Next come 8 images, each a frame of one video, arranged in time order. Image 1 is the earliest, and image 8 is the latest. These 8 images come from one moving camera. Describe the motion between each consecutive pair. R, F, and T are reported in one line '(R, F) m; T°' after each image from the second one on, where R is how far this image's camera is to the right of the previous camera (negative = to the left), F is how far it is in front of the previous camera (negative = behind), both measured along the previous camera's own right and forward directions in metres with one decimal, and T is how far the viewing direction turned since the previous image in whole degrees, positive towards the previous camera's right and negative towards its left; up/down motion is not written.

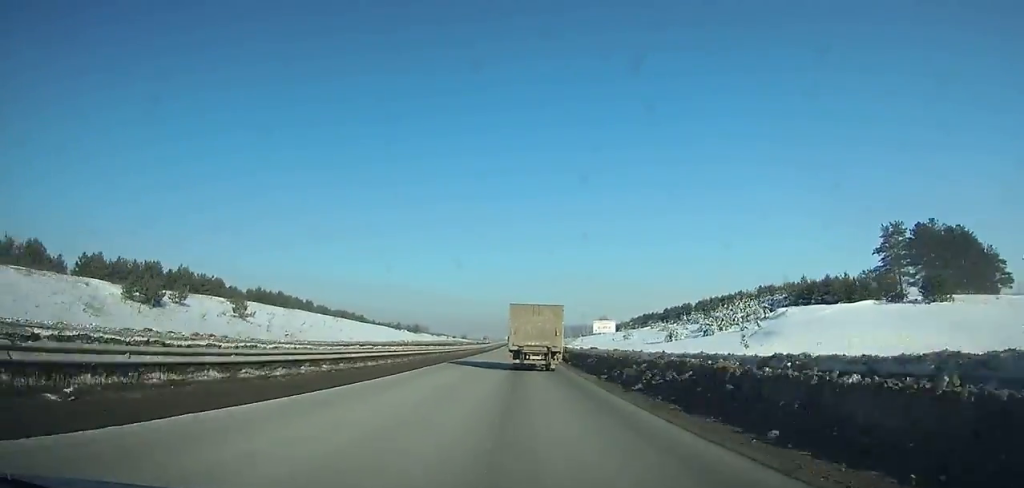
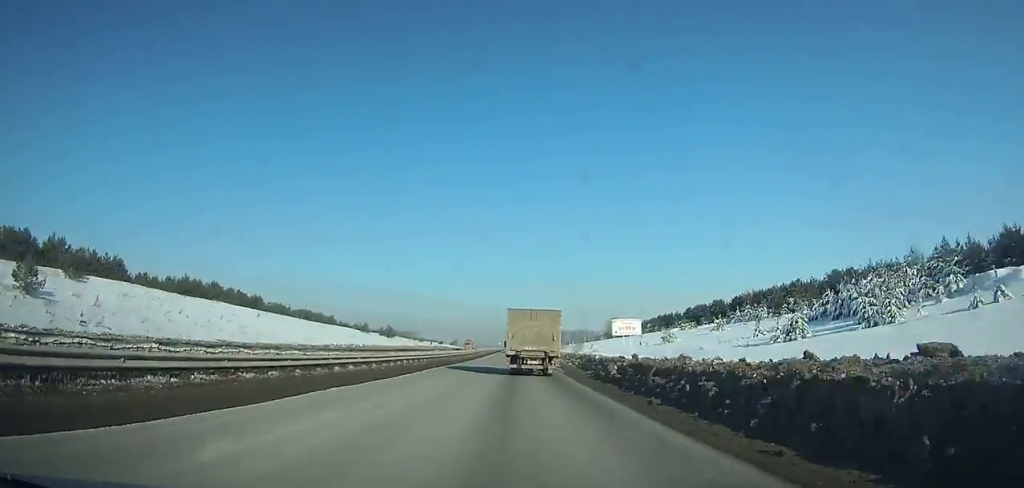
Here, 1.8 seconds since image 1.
(+0.2, +39.0) m; 0°
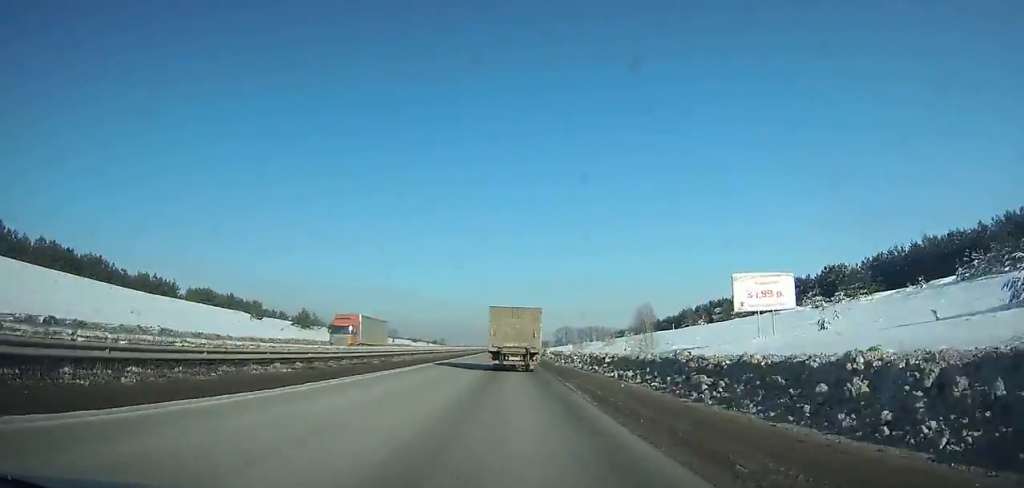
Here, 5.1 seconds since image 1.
(+0.1, +69.9) m; 0°
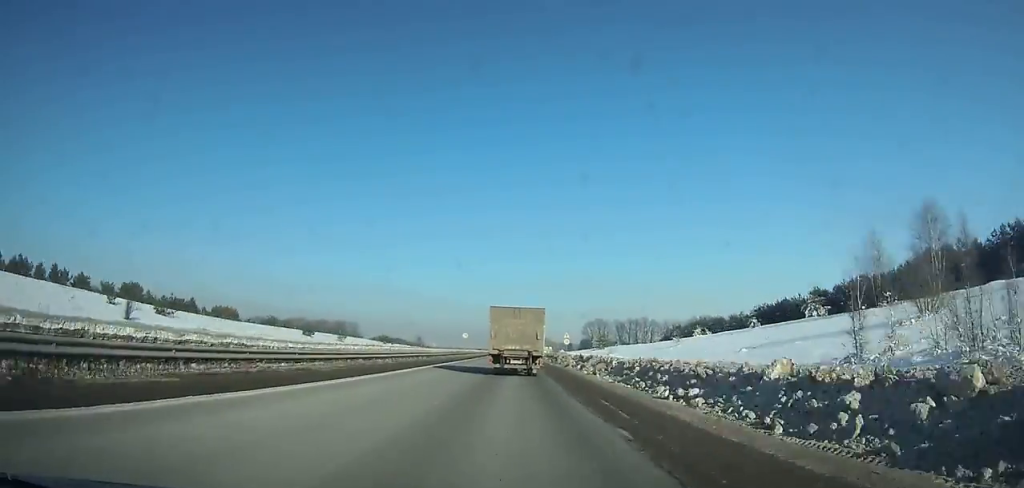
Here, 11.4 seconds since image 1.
(-1.0, +126.8) m; 0°
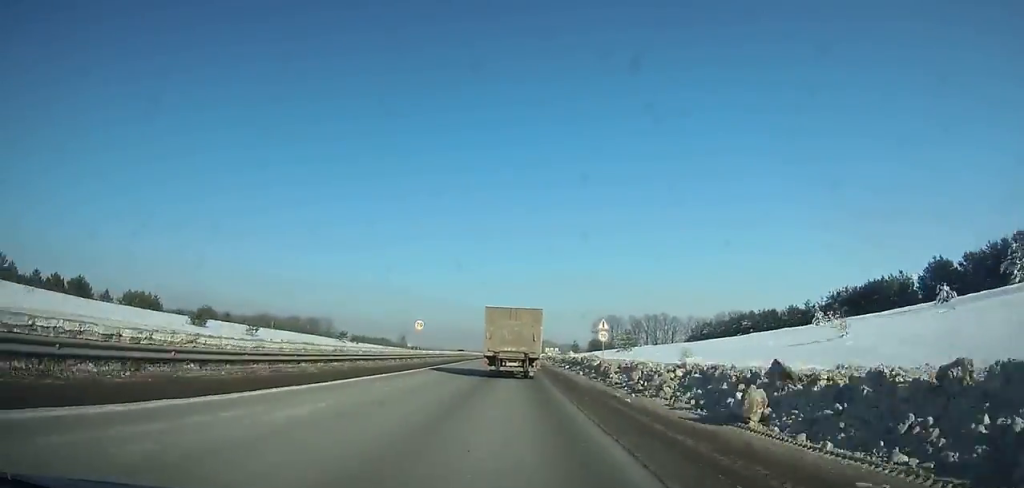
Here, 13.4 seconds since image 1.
(+0.1, +38.2) m; 0°
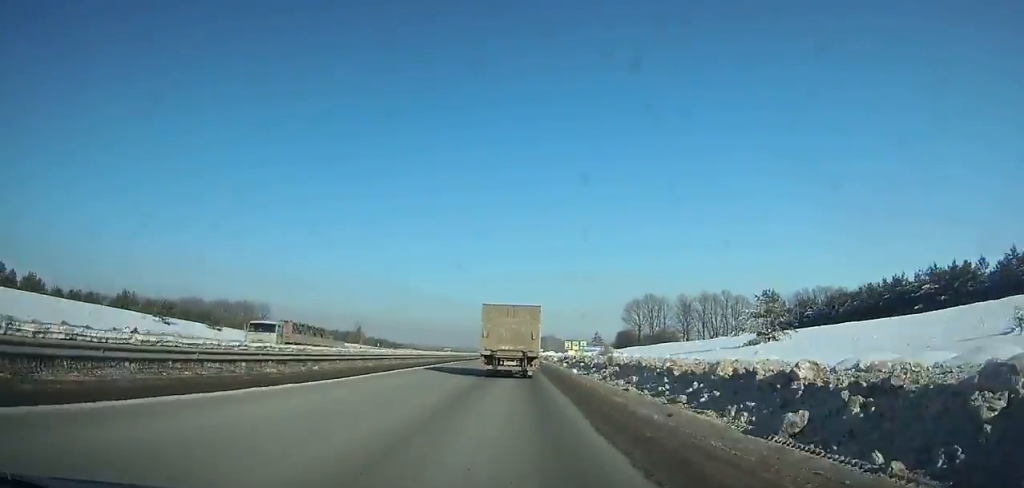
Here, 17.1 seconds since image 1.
(0.0, +68.0) m; 0°
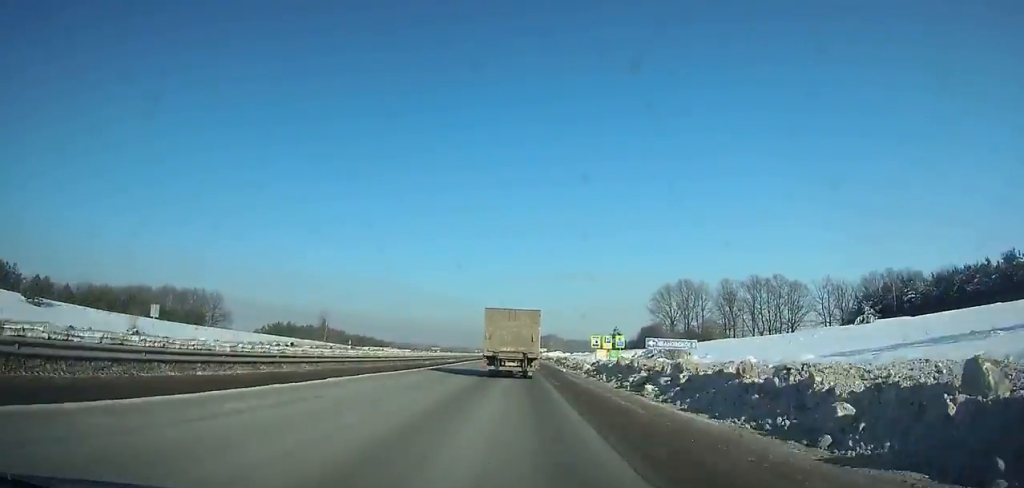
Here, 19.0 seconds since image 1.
(-0.1, +33.7) m; 0°
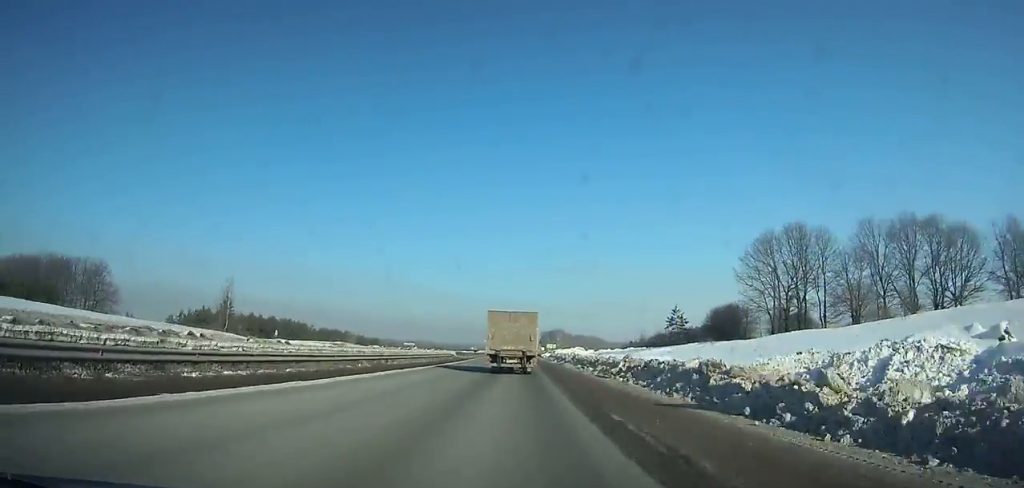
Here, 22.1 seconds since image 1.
(-0.1, +53.5) m; 0°
